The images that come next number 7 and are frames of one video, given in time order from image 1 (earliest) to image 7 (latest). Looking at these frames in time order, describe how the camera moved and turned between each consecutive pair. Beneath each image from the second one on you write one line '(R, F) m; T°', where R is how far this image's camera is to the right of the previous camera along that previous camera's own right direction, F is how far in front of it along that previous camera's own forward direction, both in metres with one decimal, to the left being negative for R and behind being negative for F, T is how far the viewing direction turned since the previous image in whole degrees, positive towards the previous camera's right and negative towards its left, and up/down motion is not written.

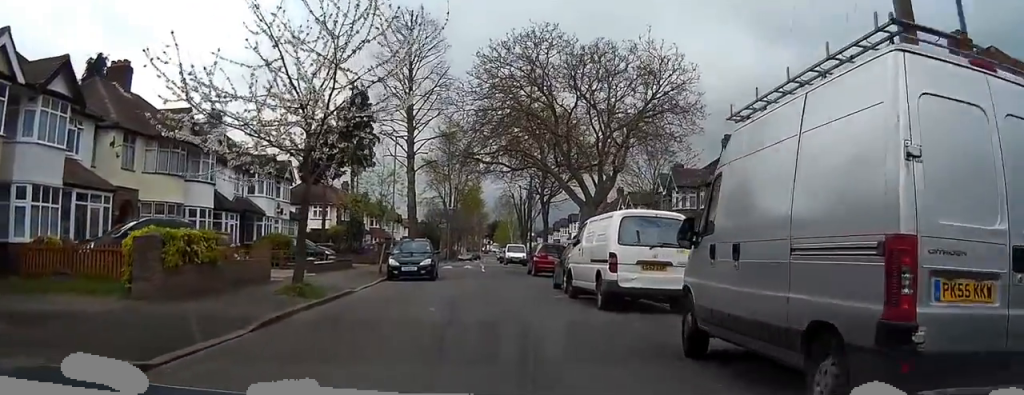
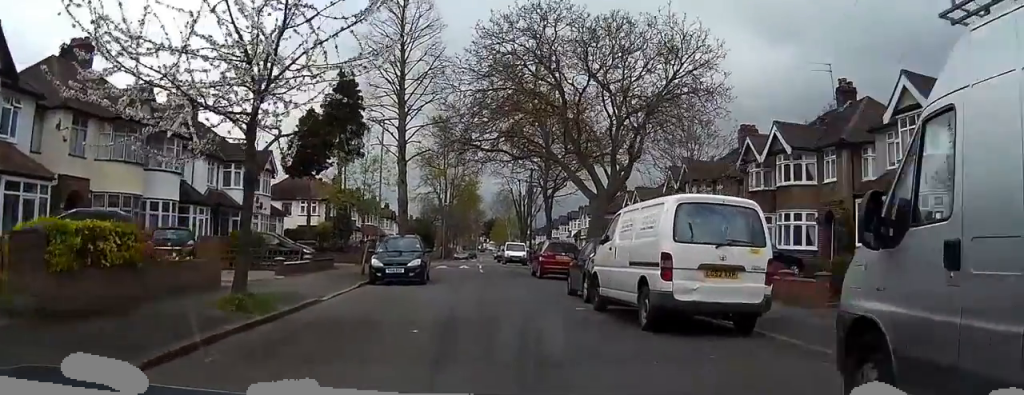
(-0.1, +4.1) m; -2°
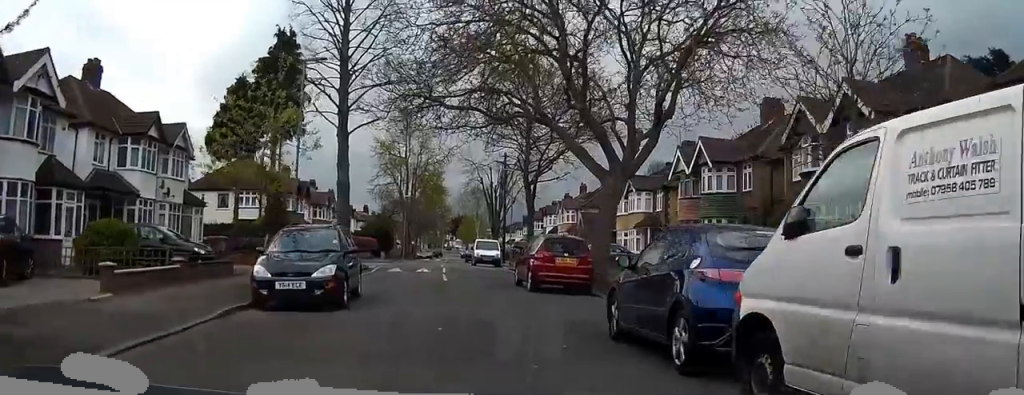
(-0.3, +9.5) m; -1°
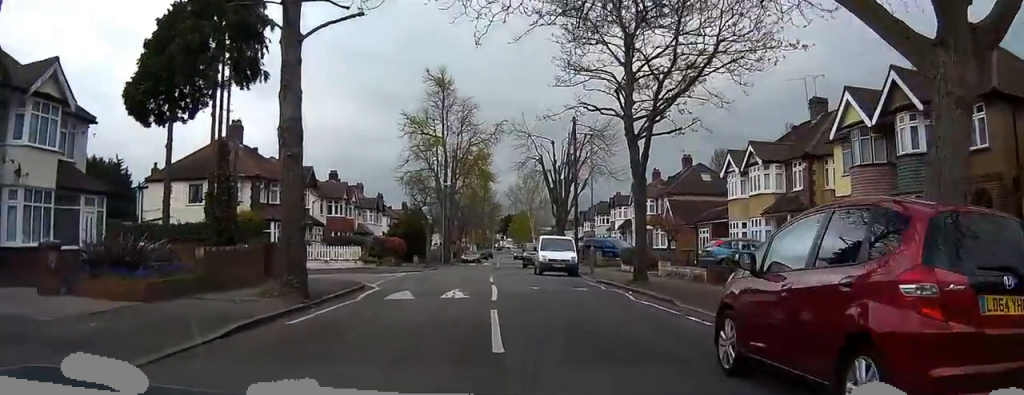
(-0.5, +15.5) m; -4°
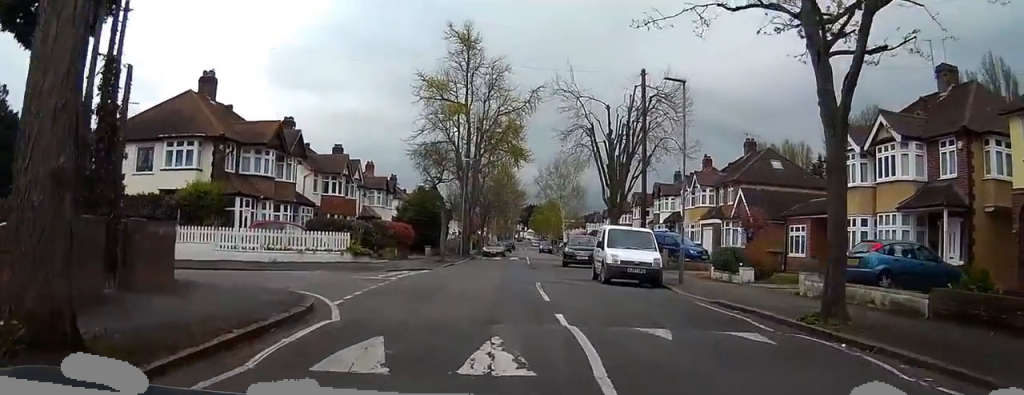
(0.0, +10.8) m; +1°
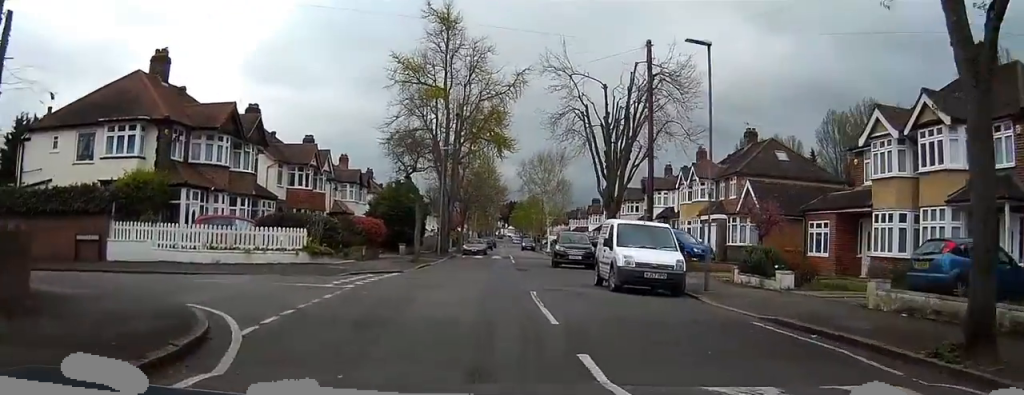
(+0.1, +4.2) m; +2°
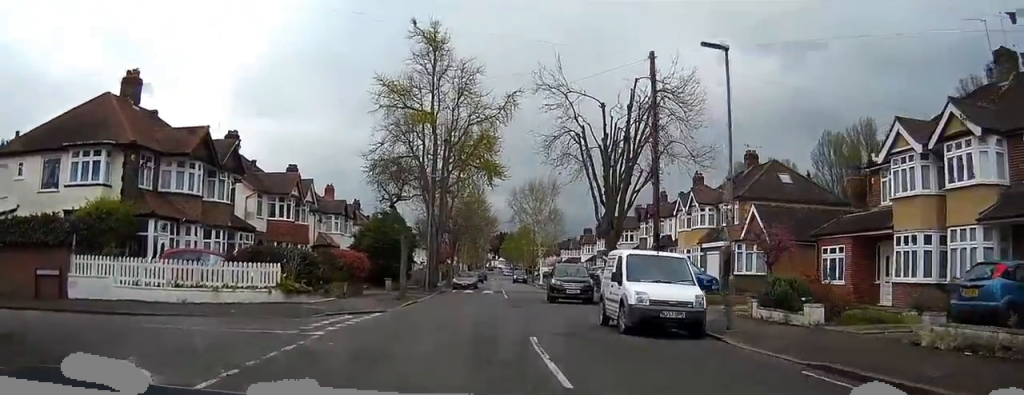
(0.0, +2.6) m; +2°
